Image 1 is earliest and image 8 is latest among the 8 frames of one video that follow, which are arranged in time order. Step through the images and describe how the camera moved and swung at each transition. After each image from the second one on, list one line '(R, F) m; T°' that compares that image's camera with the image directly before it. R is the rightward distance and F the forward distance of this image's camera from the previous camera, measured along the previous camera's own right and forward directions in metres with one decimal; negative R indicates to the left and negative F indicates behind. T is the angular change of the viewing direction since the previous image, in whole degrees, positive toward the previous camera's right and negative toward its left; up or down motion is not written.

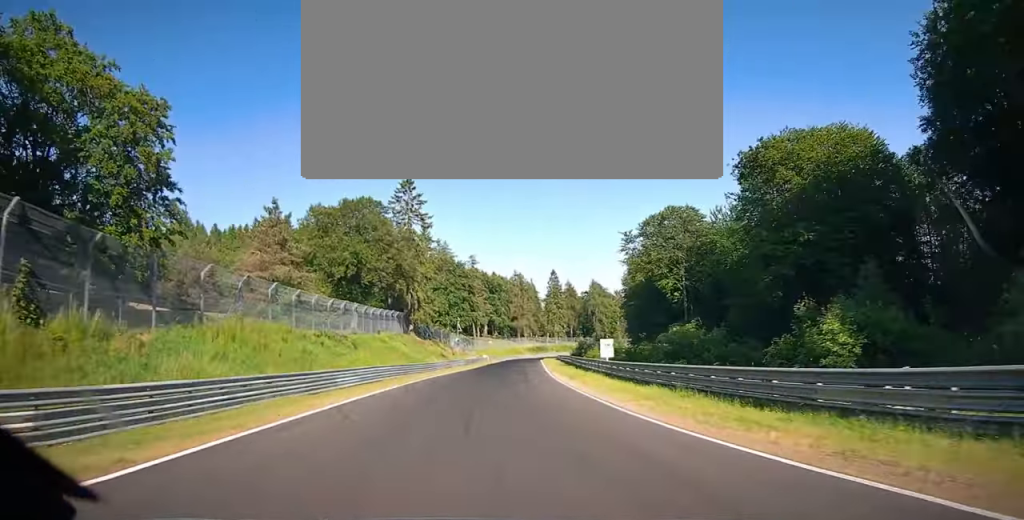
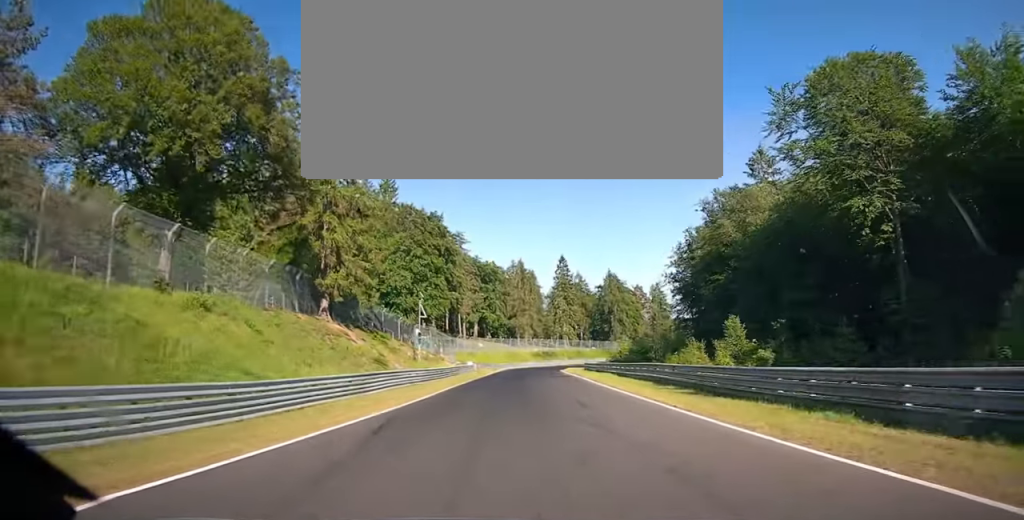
(0.0, +42.7) m; +2°
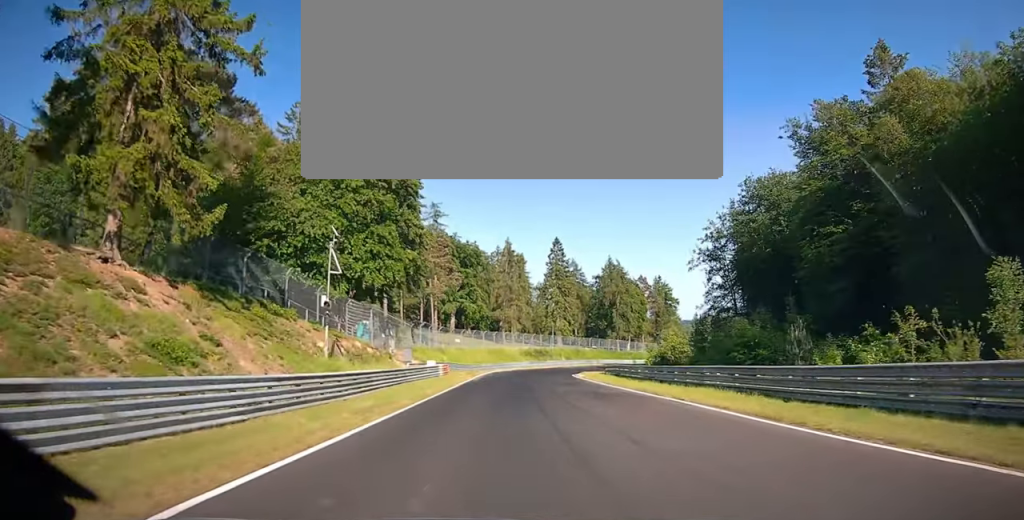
(+0.8, +24.8) m; +3°
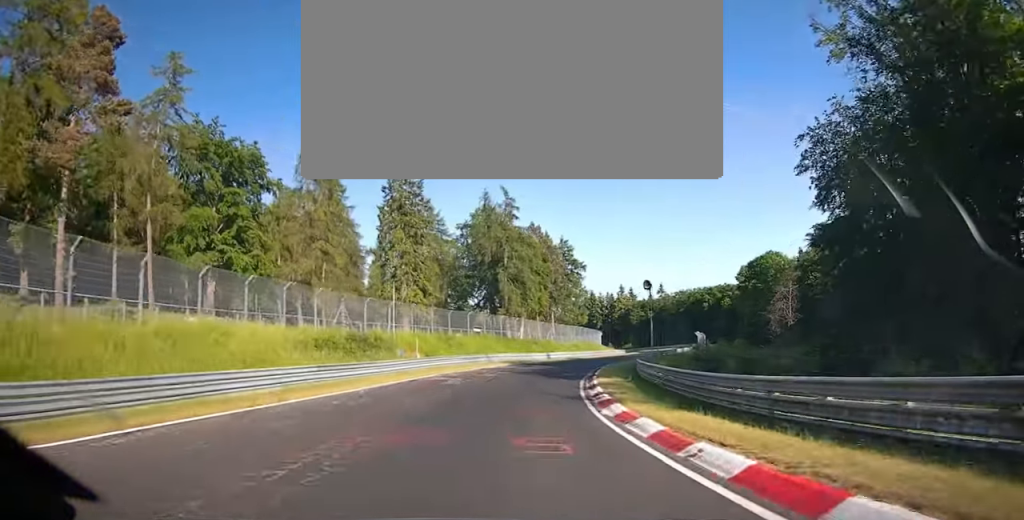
(+6.7, +58.9) m; +15°
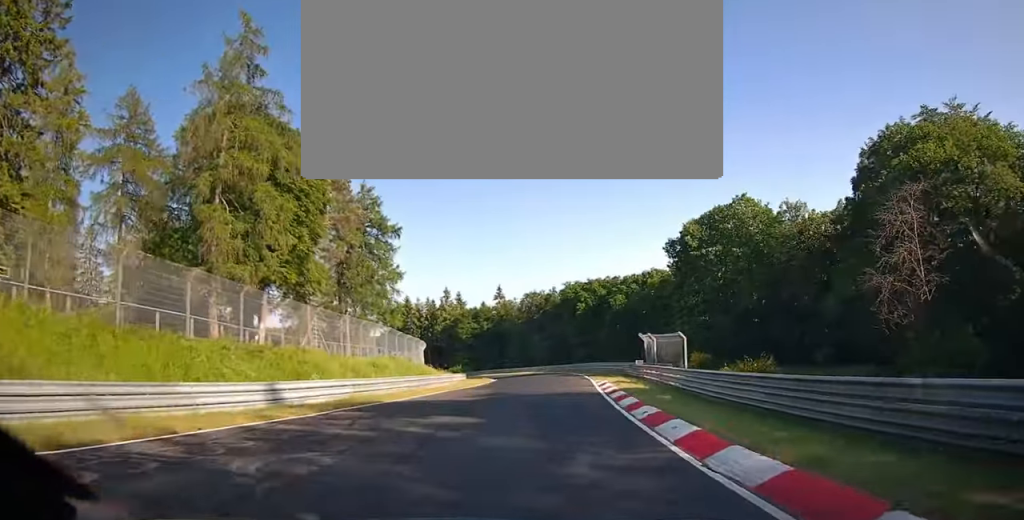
(+6.1, +47.5) m; +13°
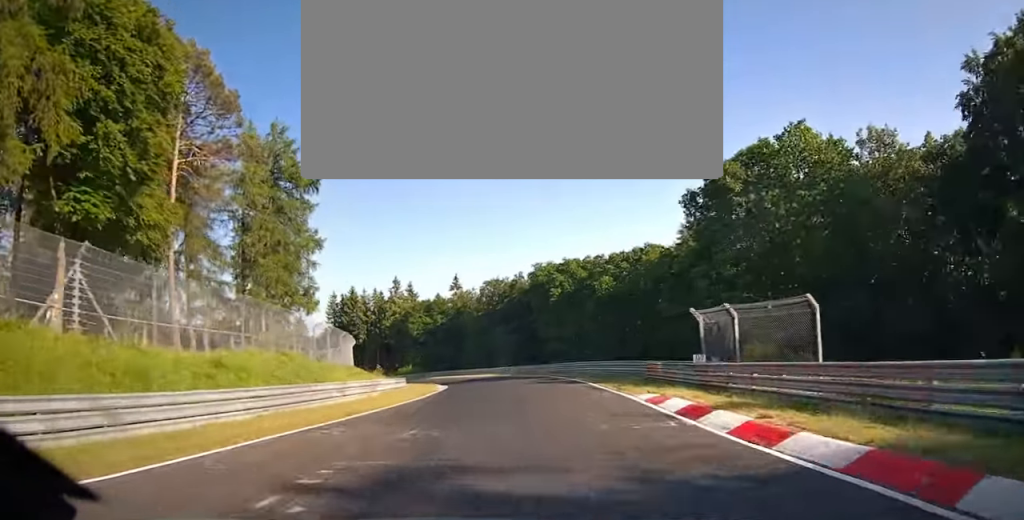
(+0.7, +17.9) m; -1°
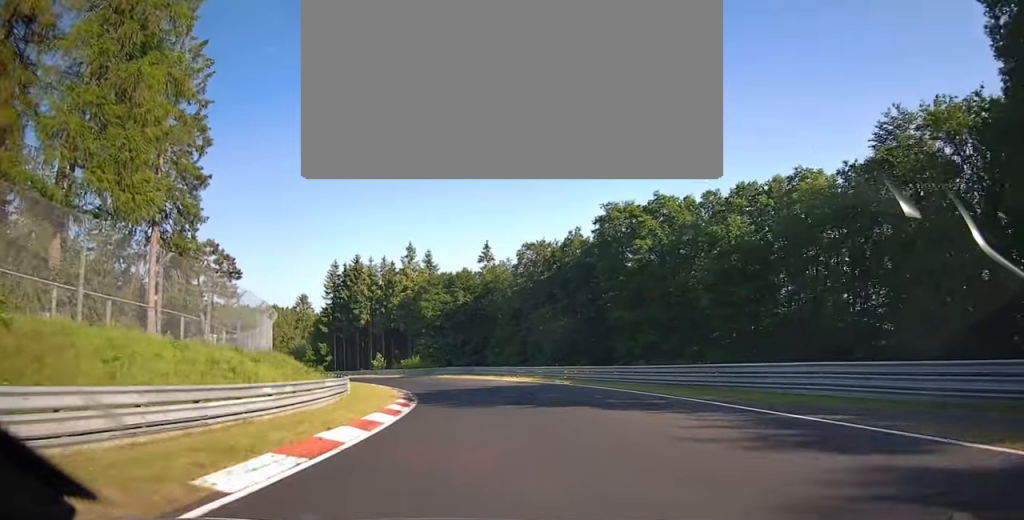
(-0.4, +29.1) m; -4°
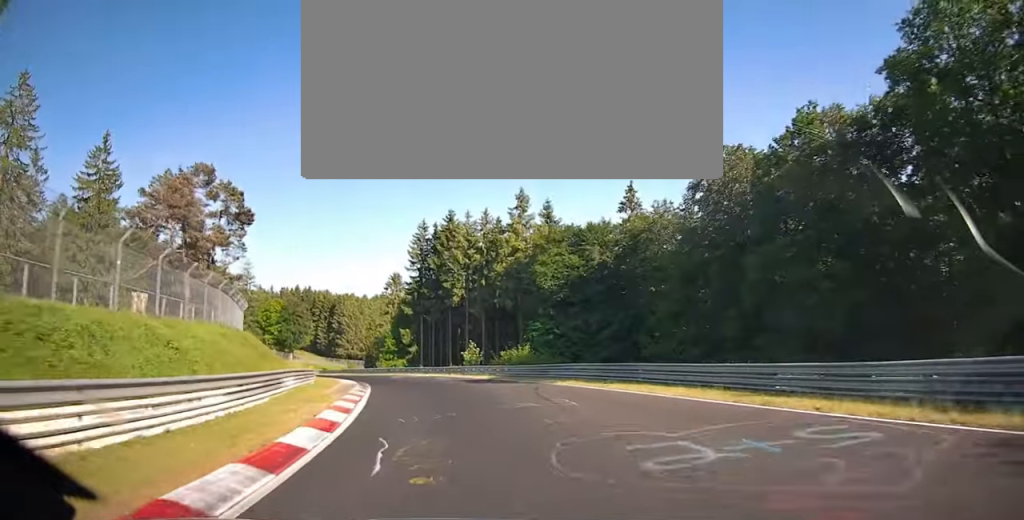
(-2.0, +30.8) m; -6°
